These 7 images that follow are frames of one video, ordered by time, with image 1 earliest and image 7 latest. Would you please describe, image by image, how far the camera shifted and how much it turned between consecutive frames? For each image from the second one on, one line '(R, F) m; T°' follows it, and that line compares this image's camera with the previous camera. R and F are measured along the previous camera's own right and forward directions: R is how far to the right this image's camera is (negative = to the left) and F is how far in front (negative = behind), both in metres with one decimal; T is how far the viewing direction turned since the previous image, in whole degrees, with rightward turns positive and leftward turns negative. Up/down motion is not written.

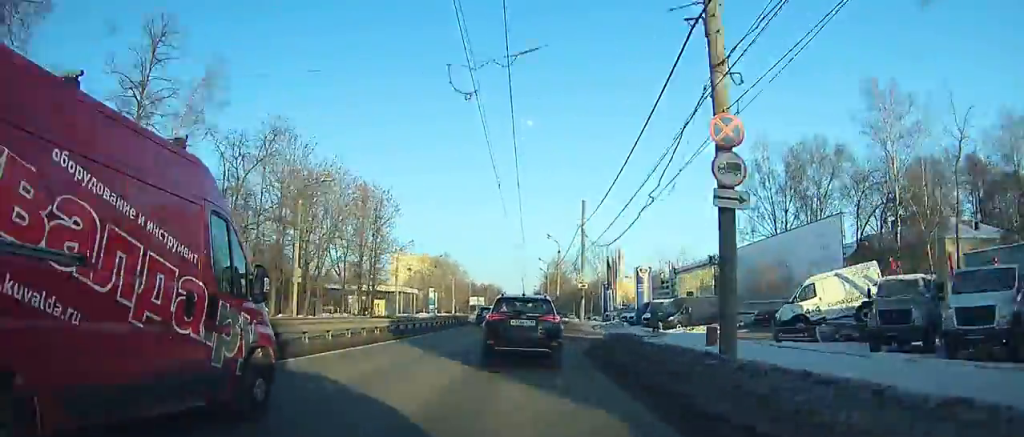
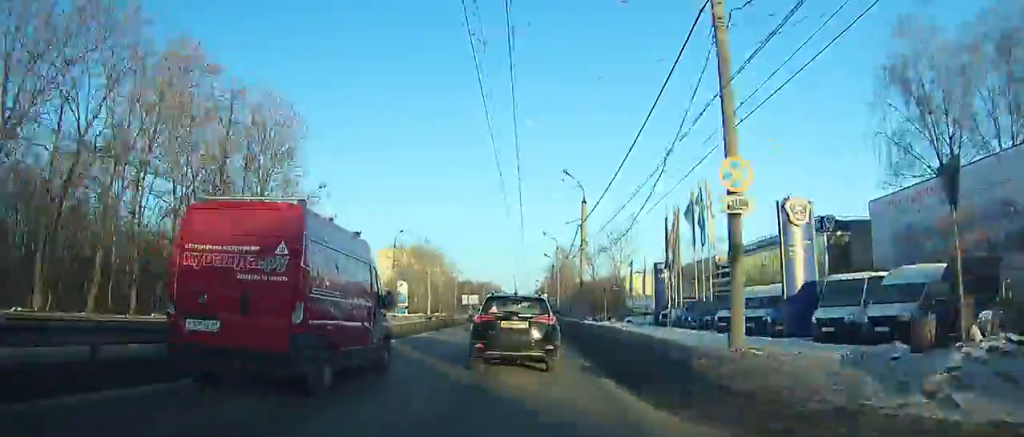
(0.0, +32.8) m; 0°
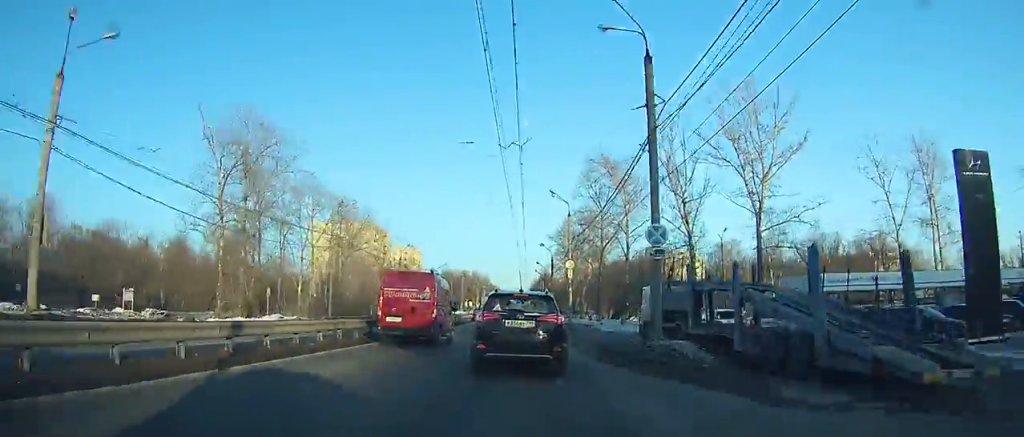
(-0.3, +82.1) m; 0°
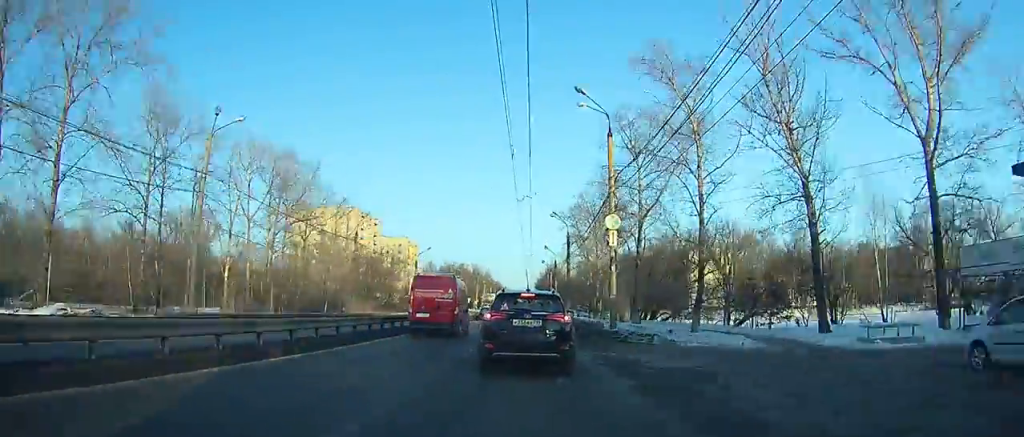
(+0.1, +22.9) m; 0°
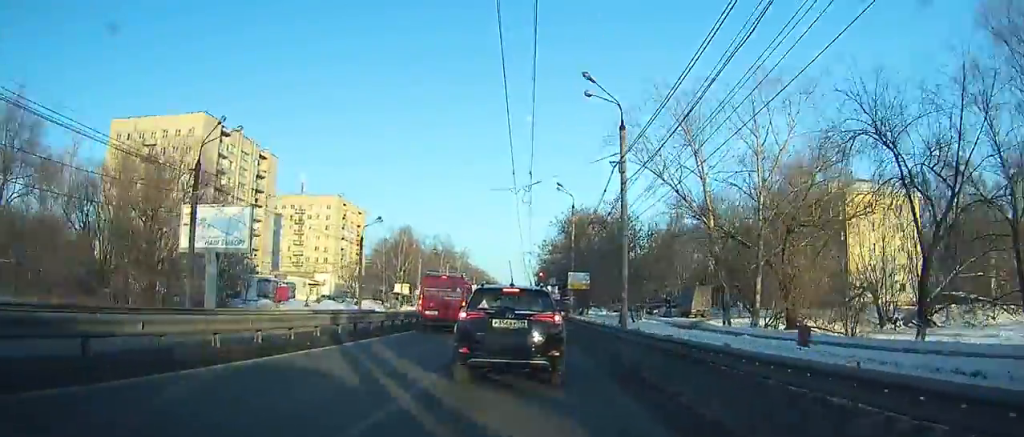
(+0.2, +79.6) m; +1°
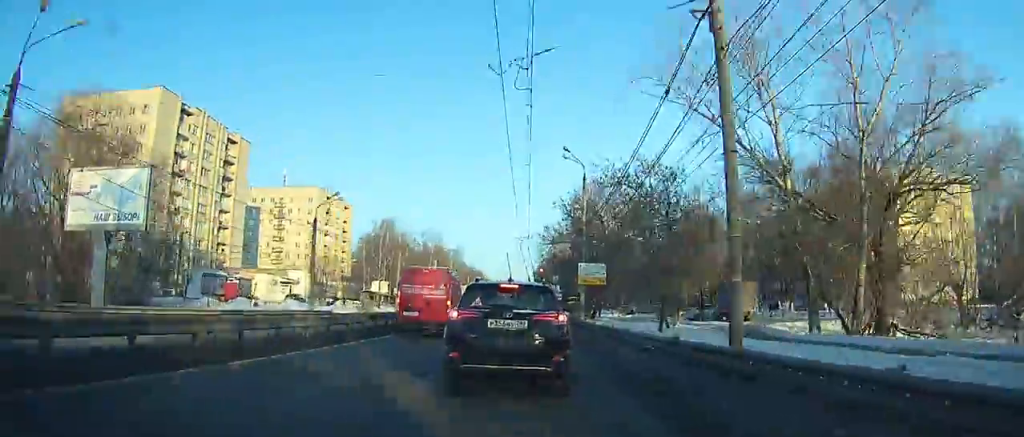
(0.0, +11.4) m; 0°
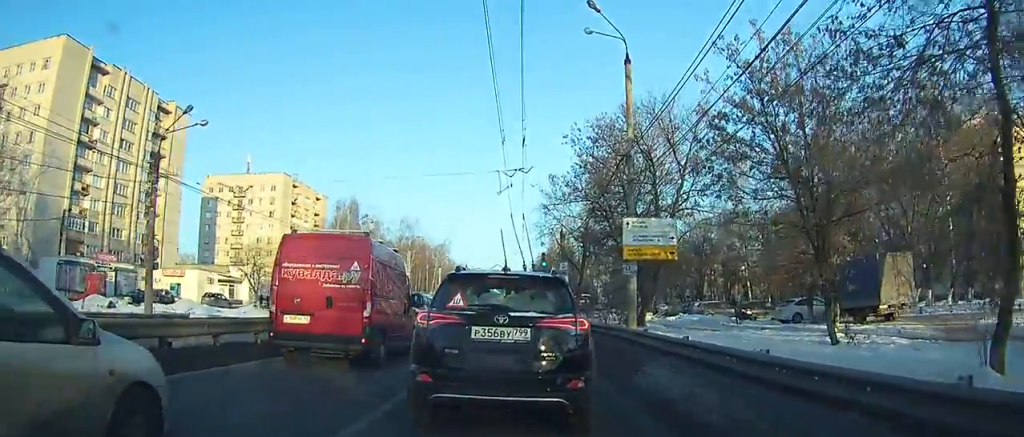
(+0.2, +23.4) m; 0°
